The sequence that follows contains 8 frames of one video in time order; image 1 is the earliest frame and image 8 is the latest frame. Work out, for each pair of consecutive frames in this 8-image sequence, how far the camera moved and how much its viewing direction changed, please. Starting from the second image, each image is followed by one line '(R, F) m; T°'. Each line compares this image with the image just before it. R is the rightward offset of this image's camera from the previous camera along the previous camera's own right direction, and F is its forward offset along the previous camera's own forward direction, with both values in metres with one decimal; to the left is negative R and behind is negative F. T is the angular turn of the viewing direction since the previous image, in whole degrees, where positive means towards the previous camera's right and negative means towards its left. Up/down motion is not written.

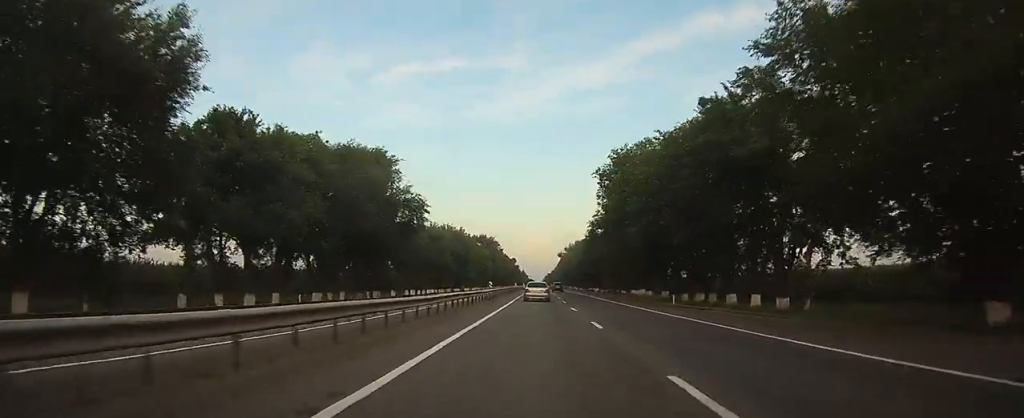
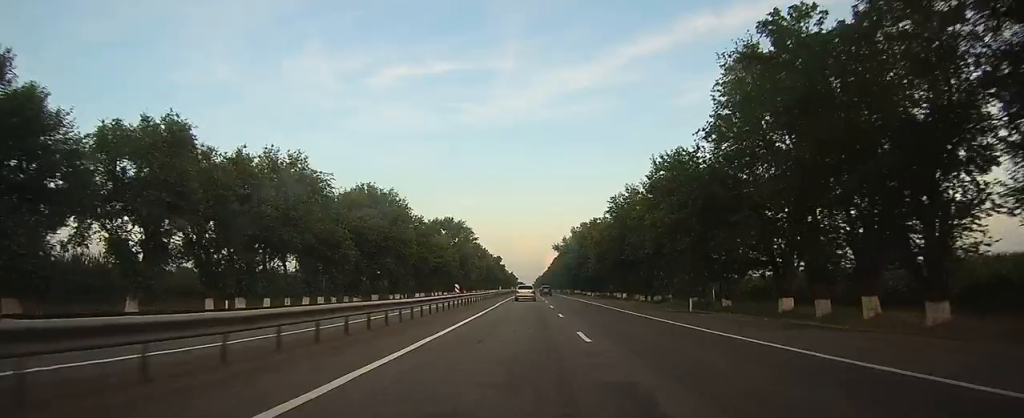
(+0.6, +62.5) m; +1°
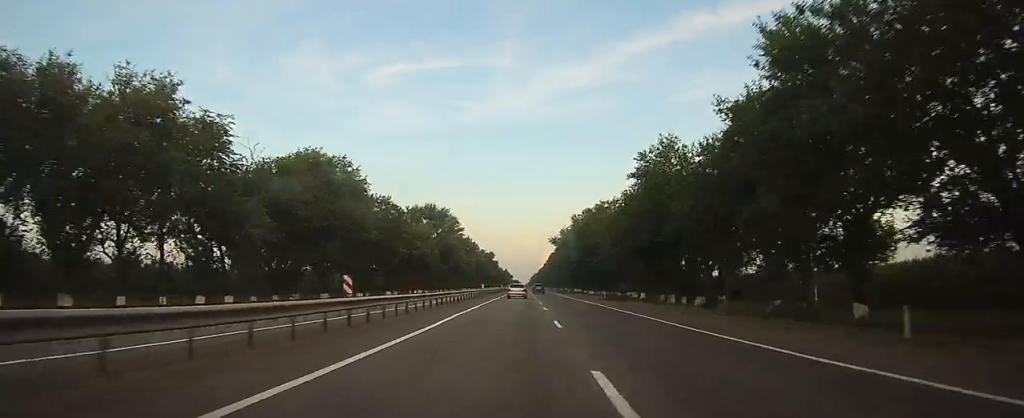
(0.0, +20.0) m; 0°
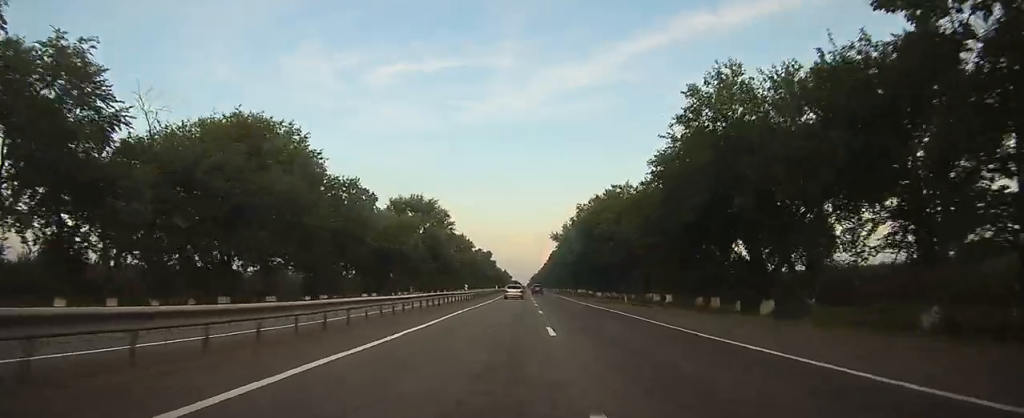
(+0.1, +14.8) m; 0°
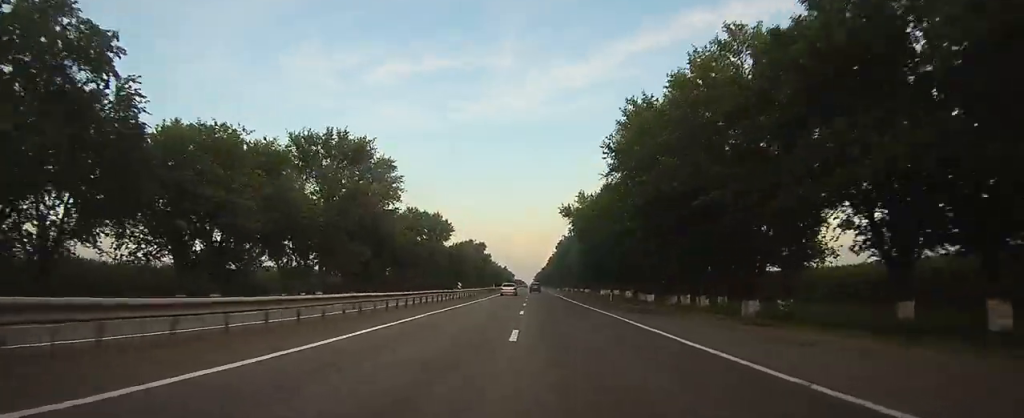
(+0.1, +48.9) m; 0°
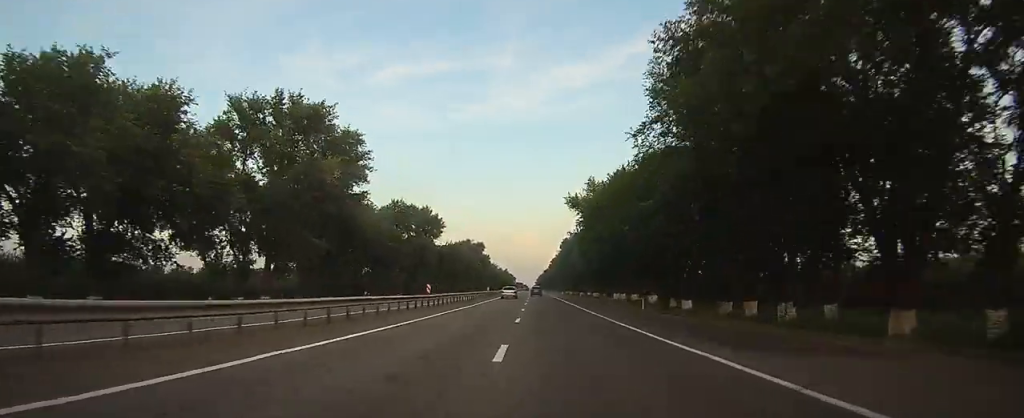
(0.0, +15.0) m; 0°
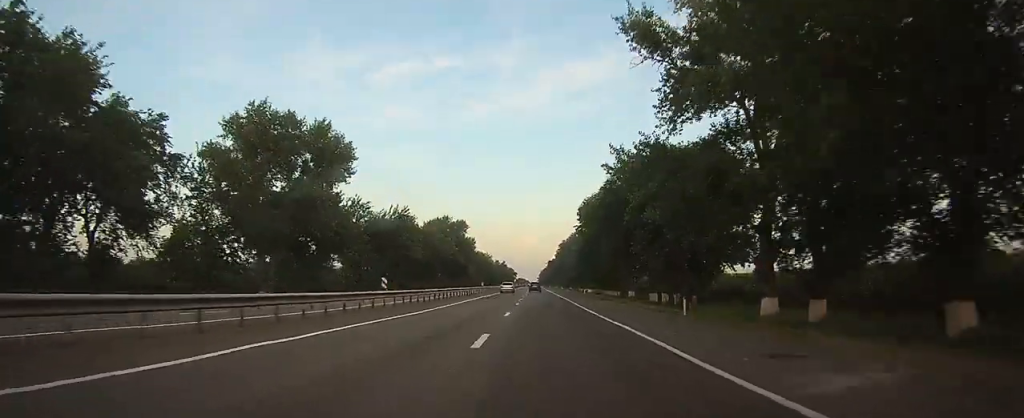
(-0.3, +57.9) m; -1°
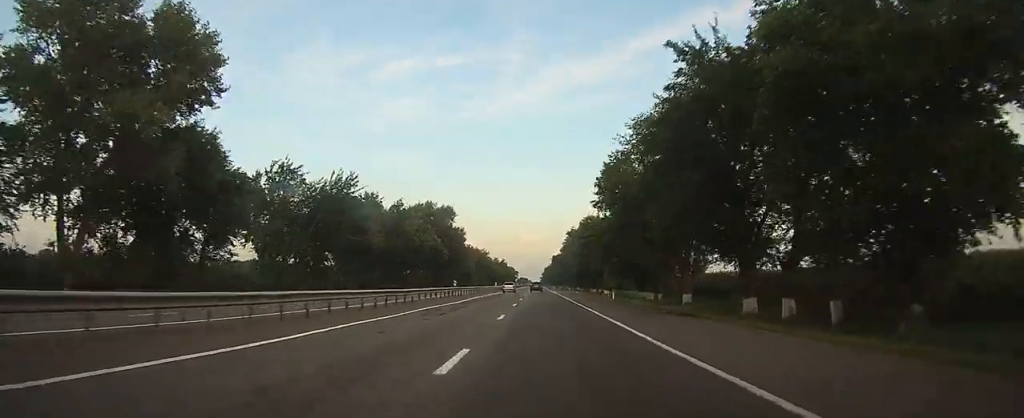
(0.0, +27.0) m; 0°
